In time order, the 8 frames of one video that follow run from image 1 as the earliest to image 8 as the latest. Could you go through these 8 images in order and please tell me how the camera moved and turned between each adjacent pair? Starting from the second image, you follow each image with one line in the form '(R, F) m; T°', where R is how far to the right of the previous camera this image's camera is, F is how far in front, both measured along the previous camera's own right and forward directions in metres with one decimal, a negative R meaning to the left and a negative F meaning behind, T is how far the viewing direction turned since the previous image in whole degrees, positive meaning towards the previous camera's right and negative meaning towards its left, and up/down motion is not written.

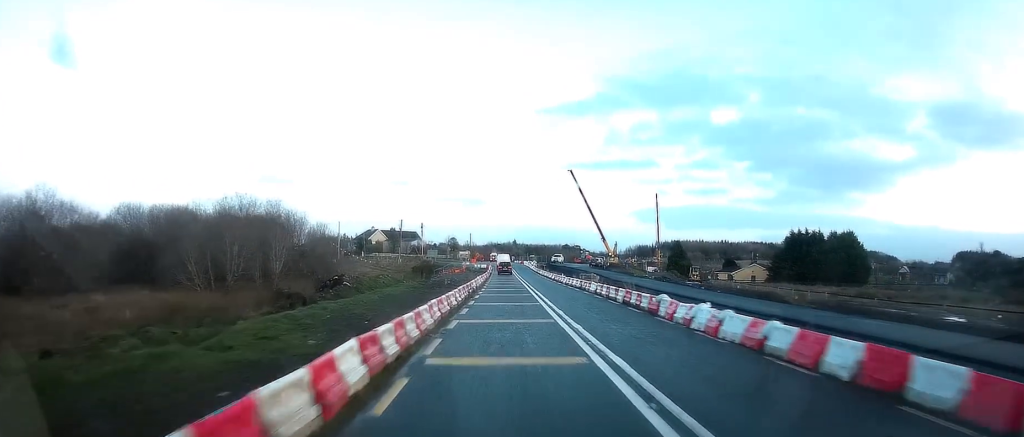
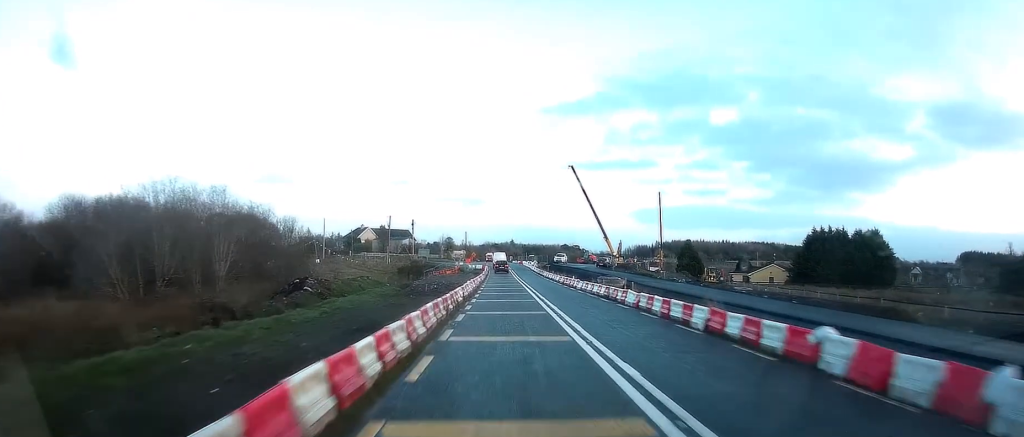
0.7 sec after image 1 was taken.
(0.0, +10.1) m; -1°
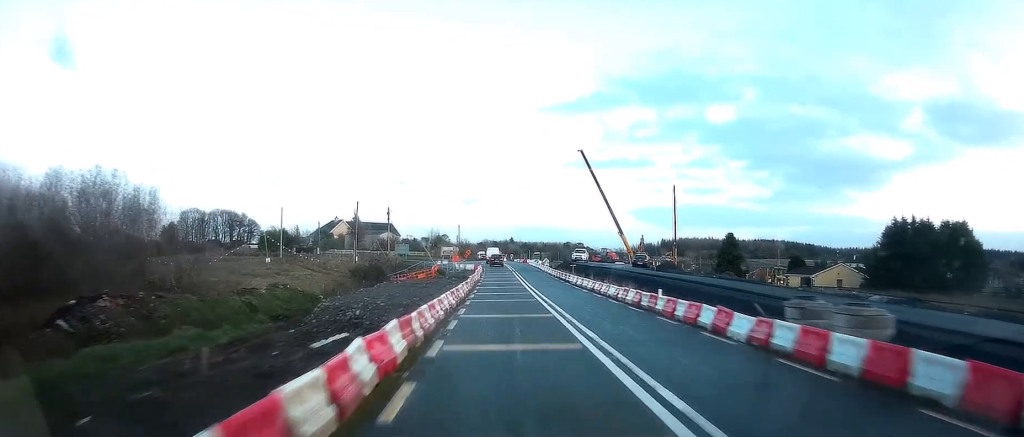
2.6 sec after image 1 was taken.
(-0.5, +26.1) m; 0°
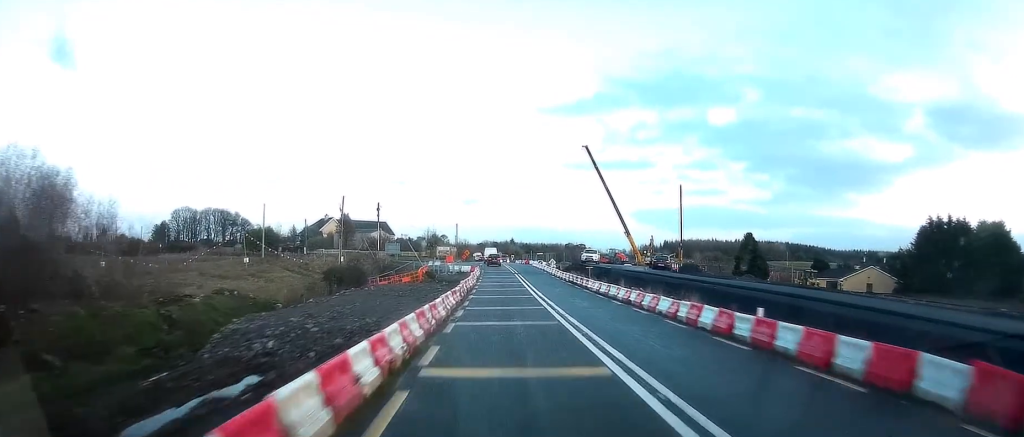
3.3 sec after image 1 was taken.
(+0.2, +8.7) m; +1°
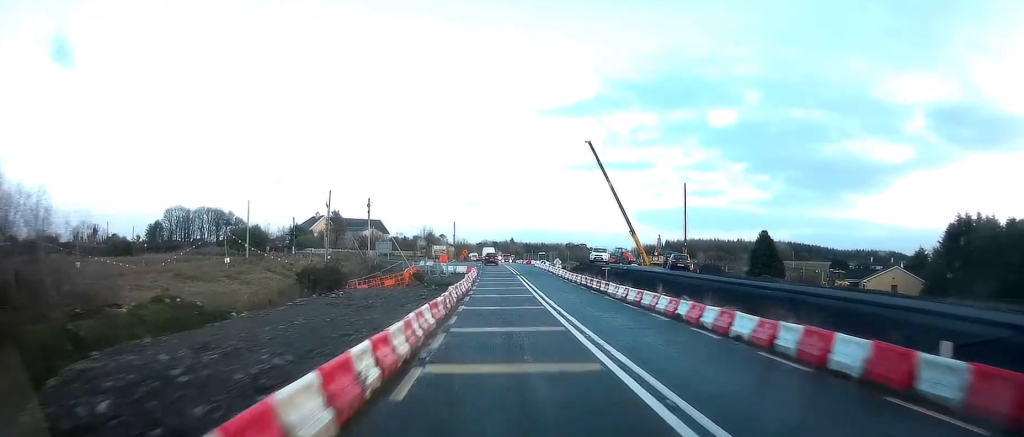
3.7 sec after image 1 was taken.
(0.0, +6.4) m; 0°
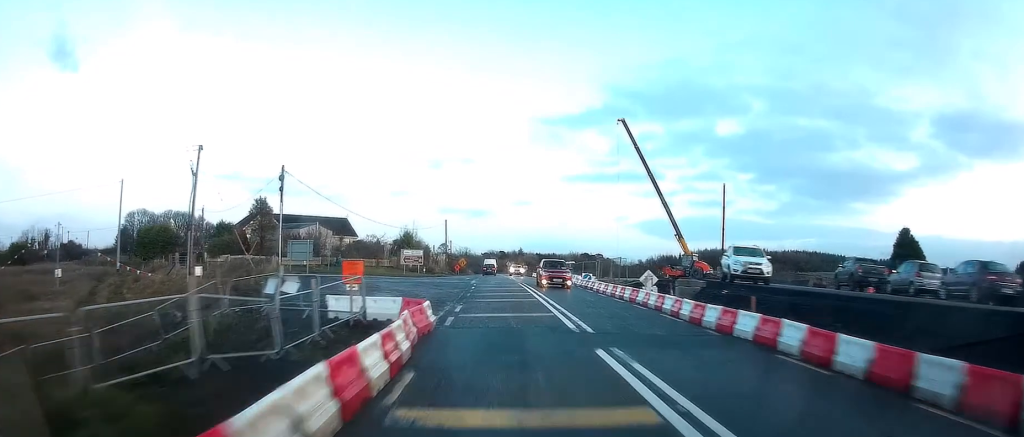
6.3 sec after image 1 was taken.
(-1.0, +35.4) m; -4°
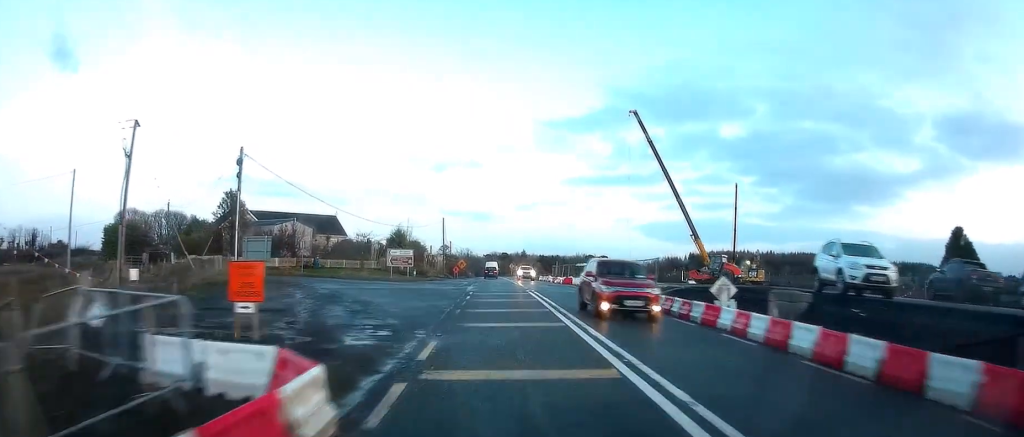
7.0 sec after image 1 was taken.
(0.0, +8.6) m; +1°
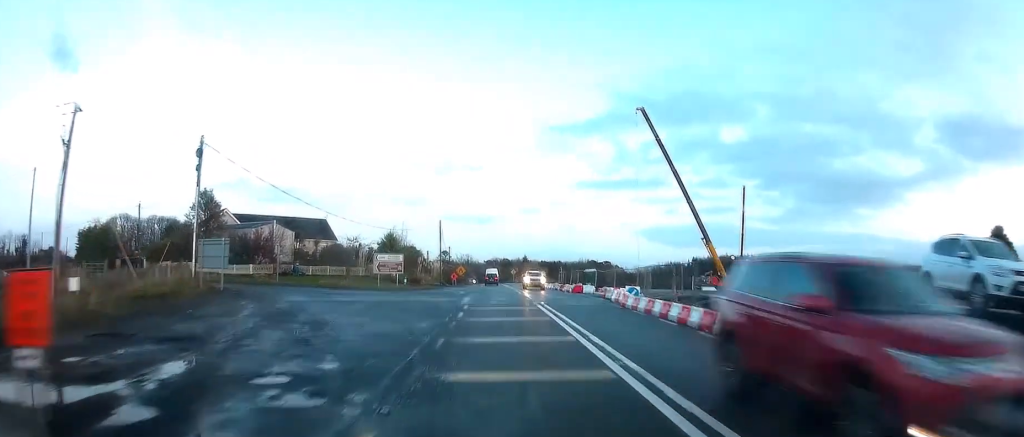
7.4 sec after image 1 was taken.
(-0.1, +5.9) m; +1°
